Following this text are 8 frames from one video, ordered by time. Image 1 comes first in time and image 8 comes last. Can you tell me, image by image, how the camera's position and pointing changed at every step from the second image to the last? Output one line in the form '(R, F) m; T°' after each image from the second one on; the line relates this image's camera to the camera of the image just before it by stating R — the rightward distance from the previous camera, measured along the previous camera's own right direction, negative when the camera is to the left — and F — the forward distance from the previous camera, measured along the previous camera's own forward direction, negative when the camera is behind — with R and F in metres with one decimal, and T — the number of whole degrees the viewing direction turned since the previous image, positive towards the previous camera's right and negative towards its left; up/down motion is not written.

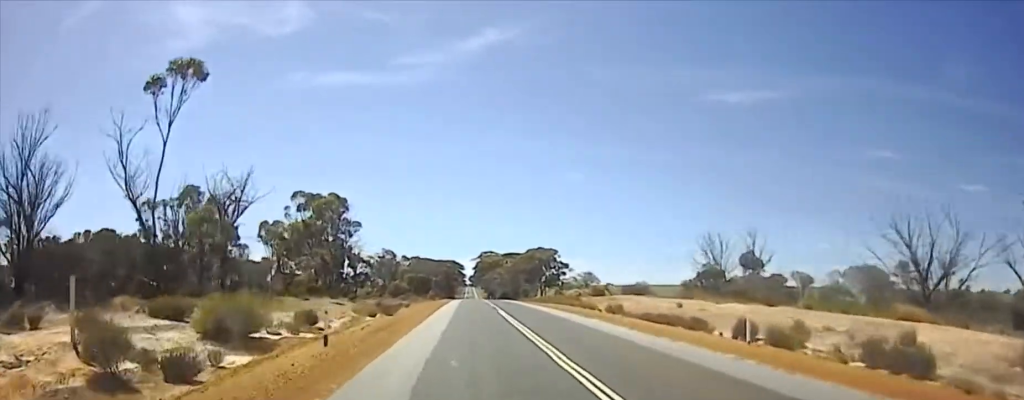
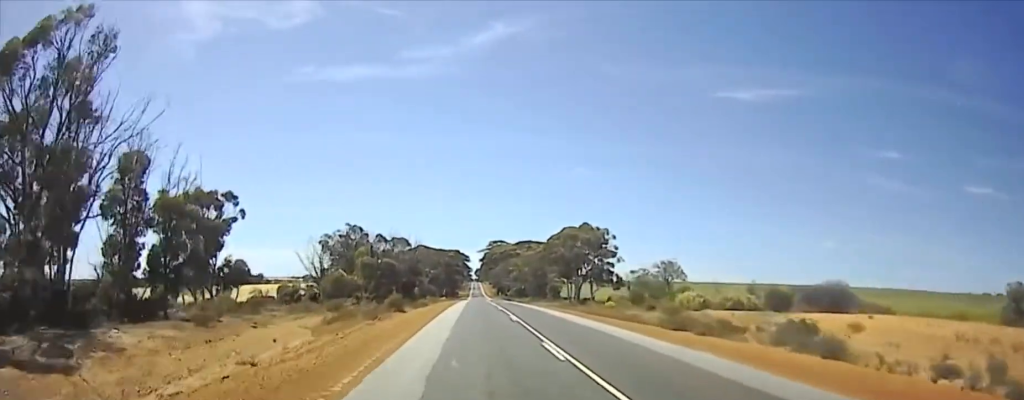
(+1.1, +41.6) m; +3°
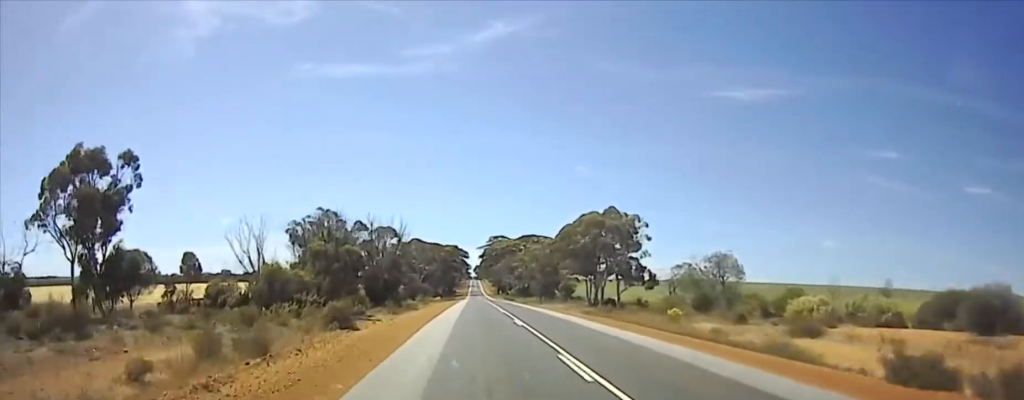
(+0.1, +14.4) m; 0°
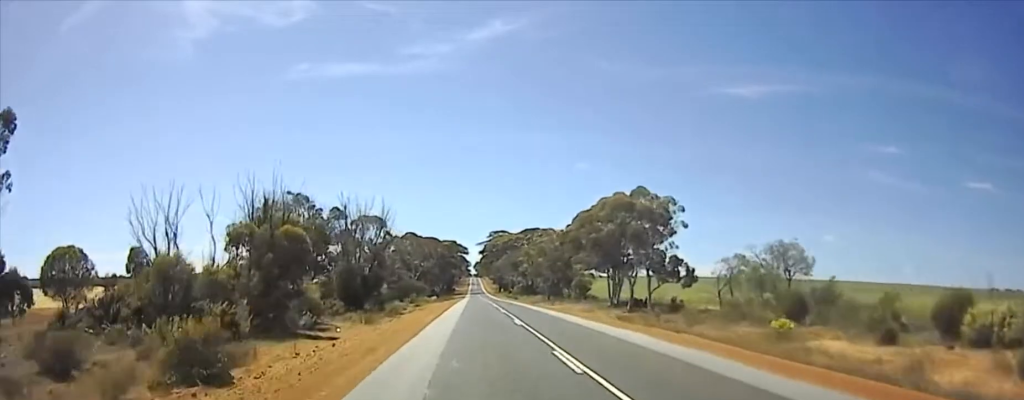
(0.0, +12.7) m; 0°
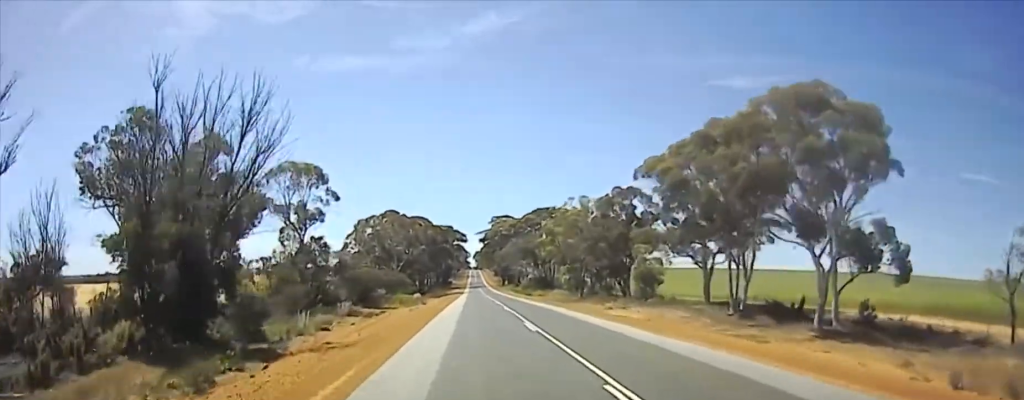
(-0.6, +30.9) m; -2°
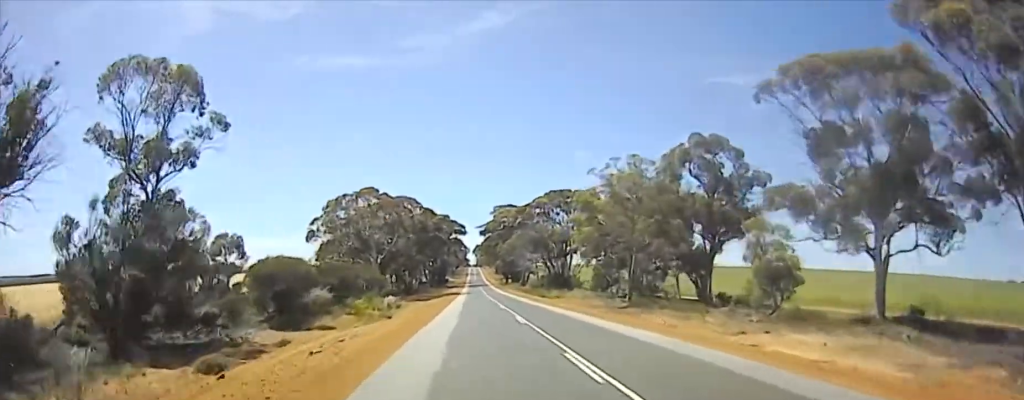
(-0.9, +23.6) m; 0°
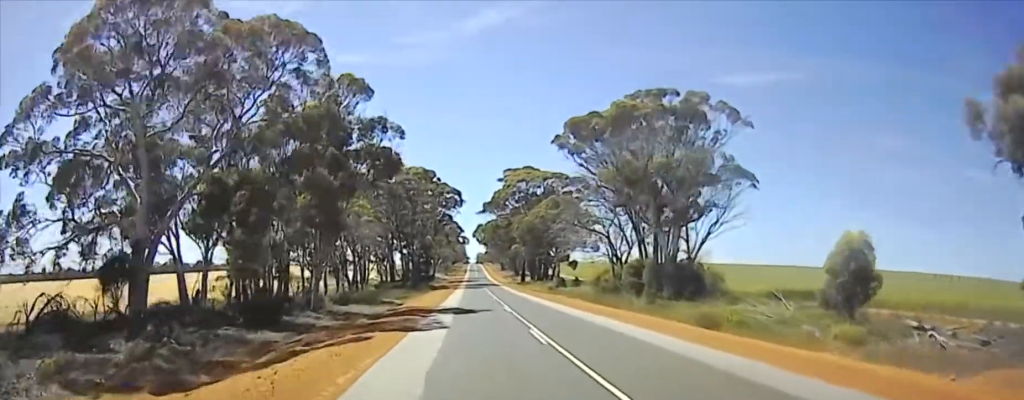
(+3.0, +65.8) m; +2°
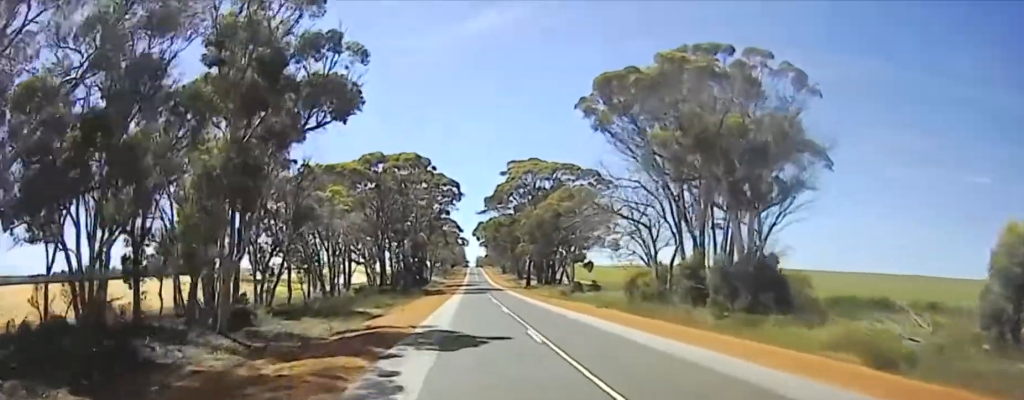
(+0.1, +11.5) m; -1°
